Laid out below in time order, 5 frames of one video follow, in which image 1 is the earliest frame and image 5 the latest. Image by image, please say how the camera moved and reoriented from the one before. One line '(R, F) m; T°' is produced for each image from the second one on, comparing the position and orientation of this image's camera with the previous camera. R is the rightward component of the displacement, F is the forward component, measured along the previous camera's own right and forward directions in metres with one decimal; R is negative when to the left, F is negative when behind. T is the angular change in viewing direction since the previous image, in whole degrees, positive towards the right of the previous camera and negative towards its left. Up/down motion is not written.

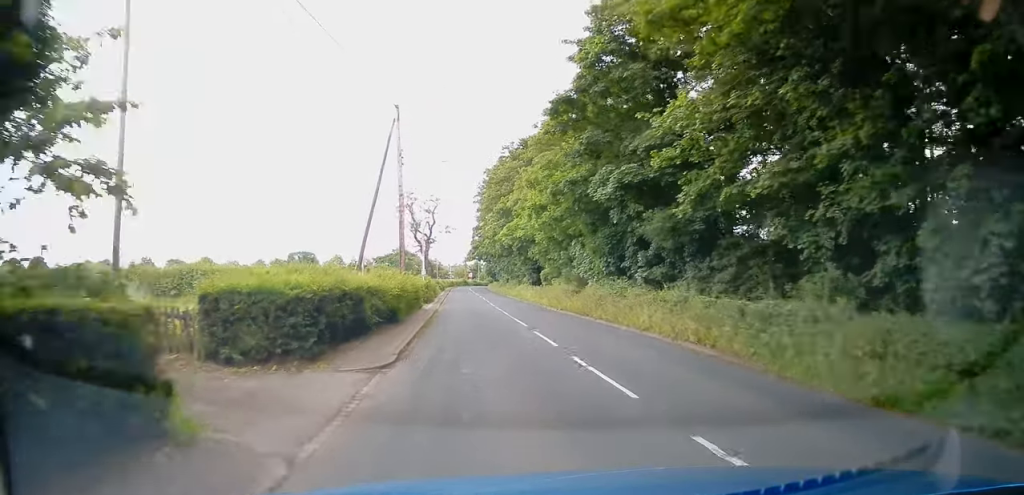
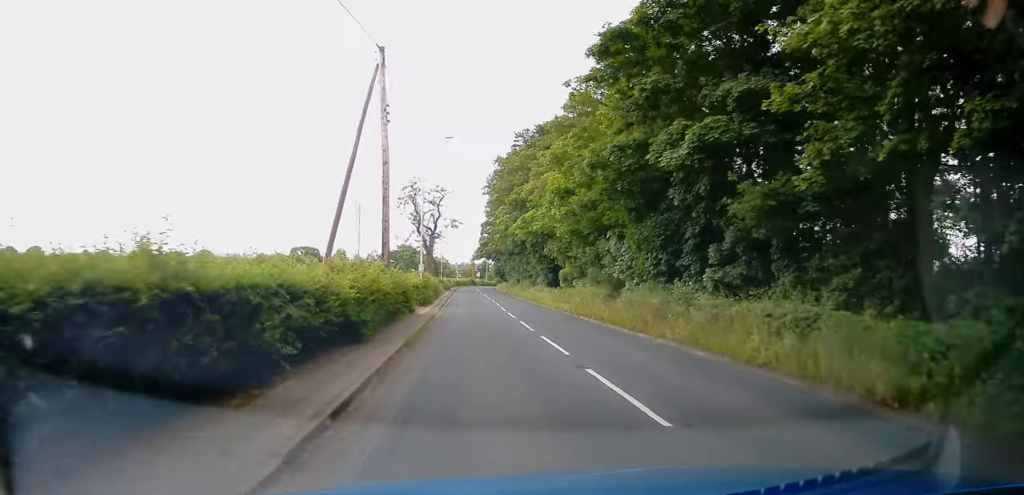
(+0.1, +7.5) m; -1°
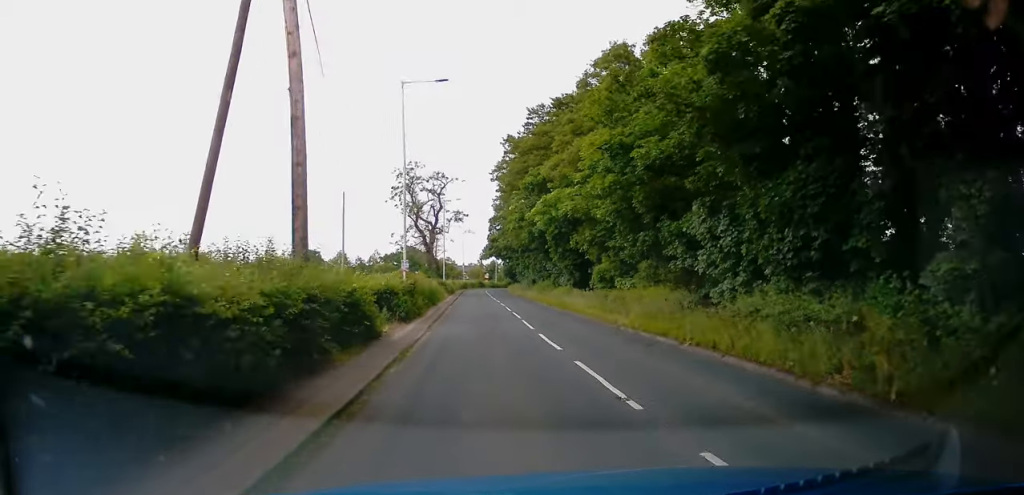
(-0.3, +11.0) m; -1°
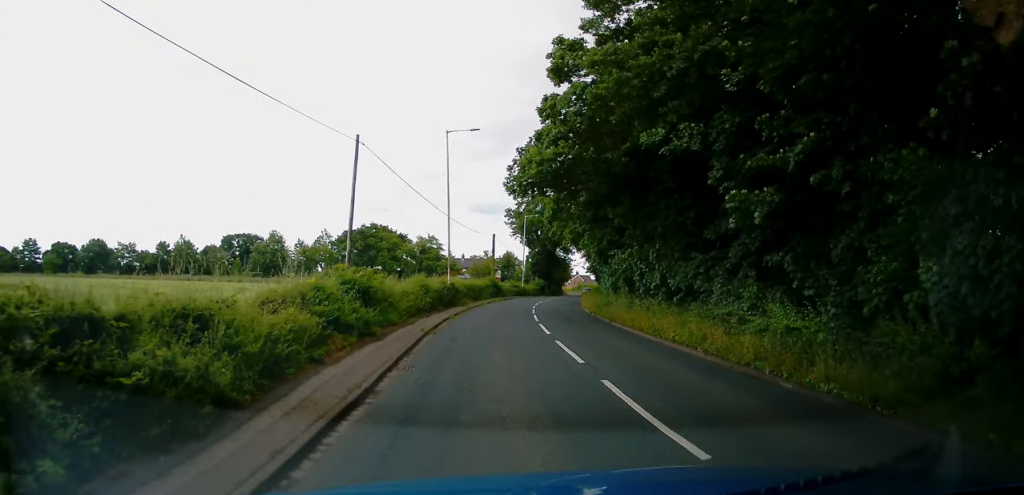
(-1.6, +74.1) m; -2°
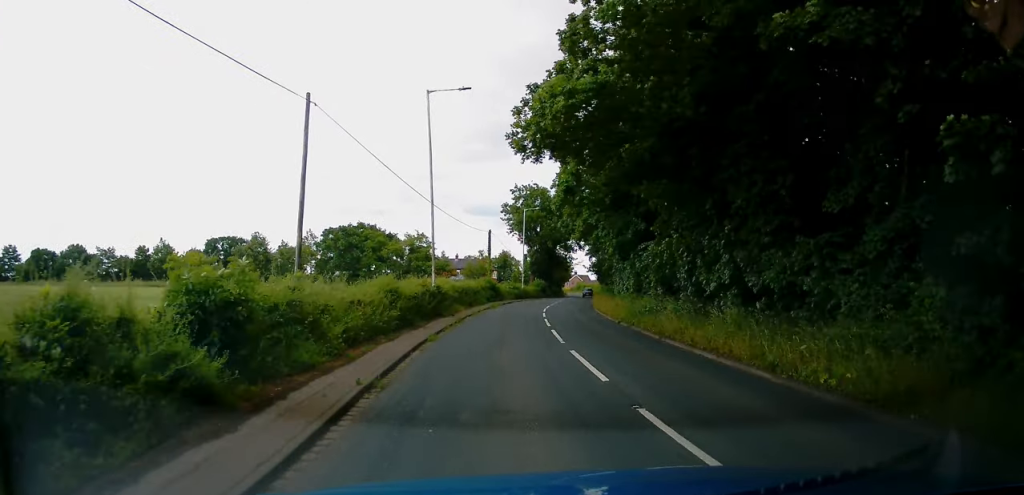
(0.0, +8.4) m; 0°
